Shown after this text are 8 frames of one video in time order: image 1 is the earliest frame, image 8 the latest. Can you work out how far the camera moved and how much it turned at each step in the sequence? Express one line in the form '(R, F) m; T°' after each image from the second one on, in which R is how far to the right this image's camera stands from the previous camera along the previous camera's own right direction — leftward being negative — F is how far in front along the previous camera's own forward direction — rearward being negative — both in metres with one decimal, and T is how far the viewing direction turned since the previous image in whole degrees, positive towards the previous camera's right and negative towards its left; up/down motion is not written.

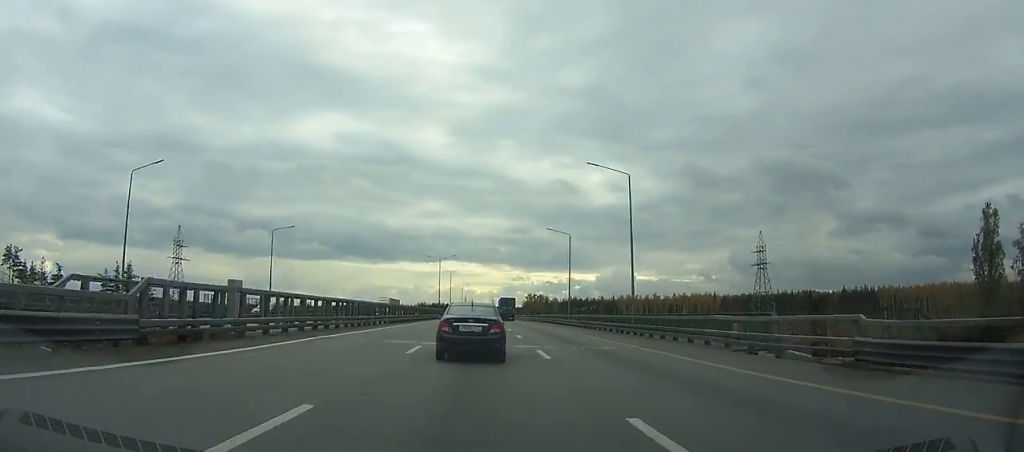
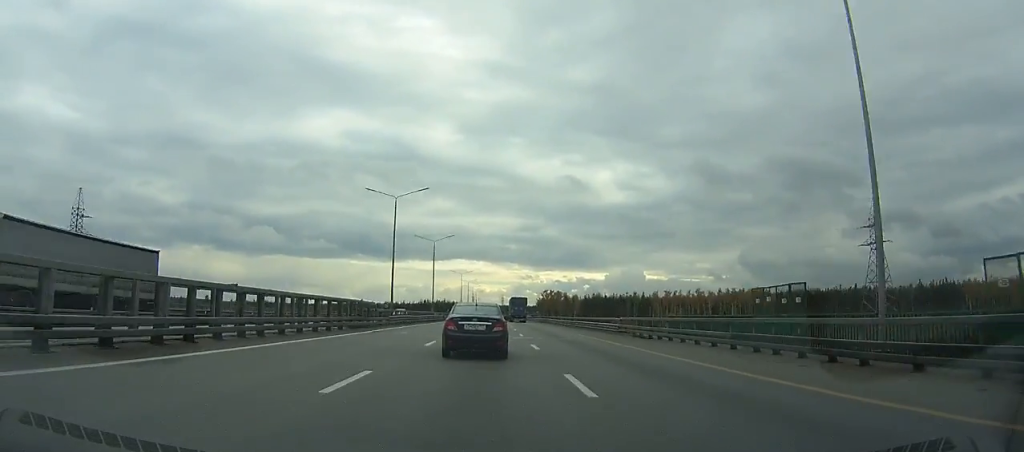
(0.0, +56.5) m; 0°
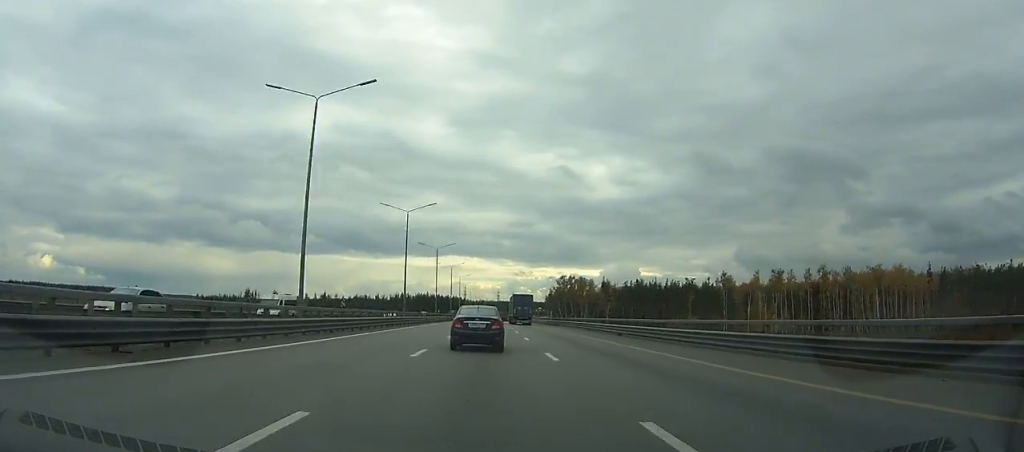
(0.0, +113.0) m; 0°
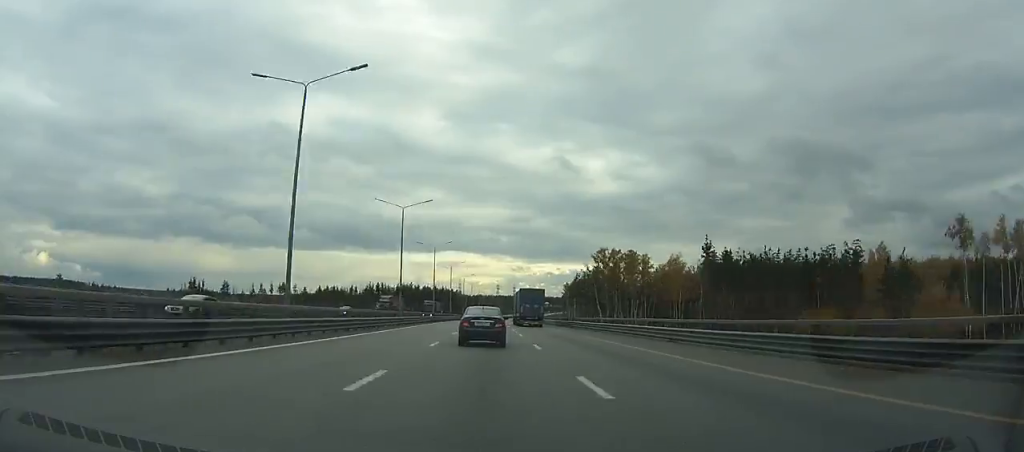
(+0.2, +90.6) m; 0°
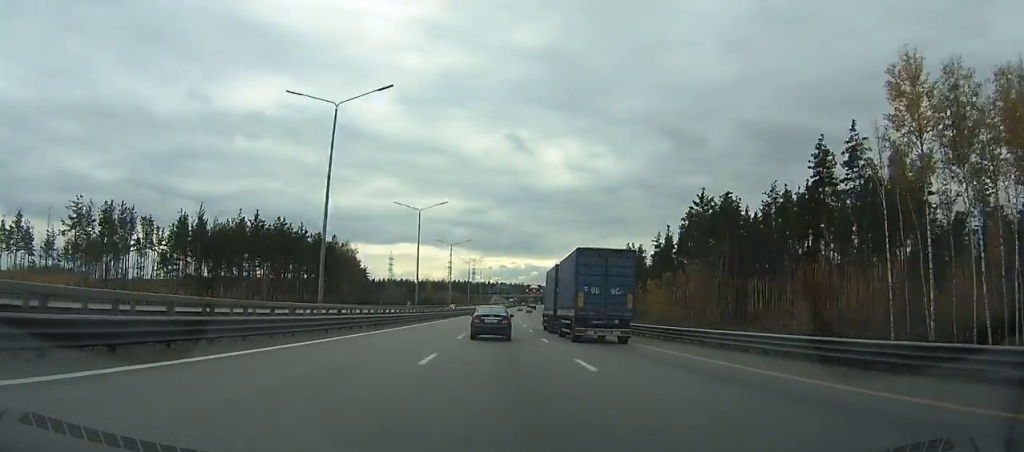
(+8.7, +232.5) m; +4°
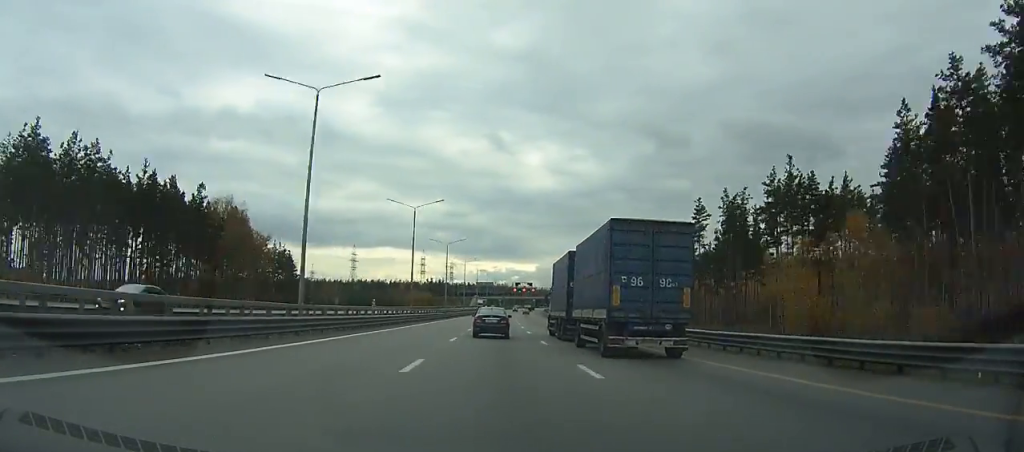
(0.0, +60.1) m; +1°
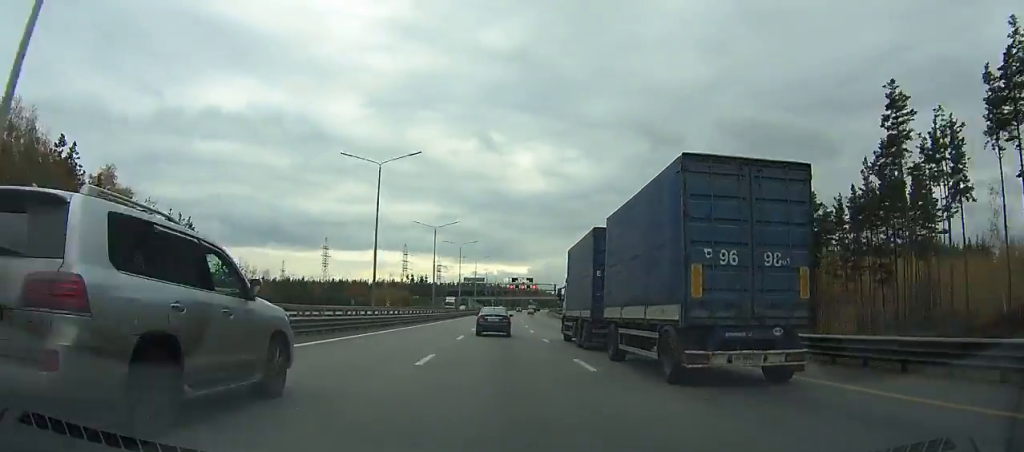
(-0.5, +43.3) m; +1°
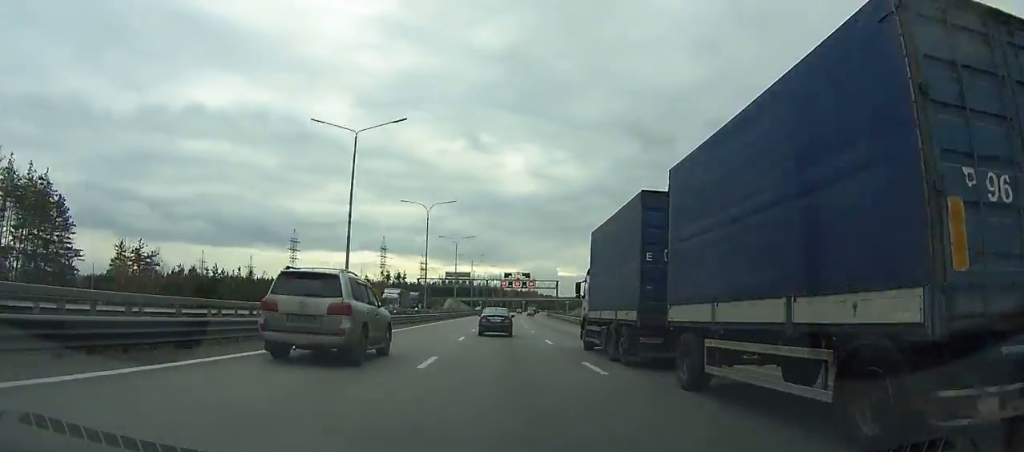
(+0.6, +34.5) m; +1°
